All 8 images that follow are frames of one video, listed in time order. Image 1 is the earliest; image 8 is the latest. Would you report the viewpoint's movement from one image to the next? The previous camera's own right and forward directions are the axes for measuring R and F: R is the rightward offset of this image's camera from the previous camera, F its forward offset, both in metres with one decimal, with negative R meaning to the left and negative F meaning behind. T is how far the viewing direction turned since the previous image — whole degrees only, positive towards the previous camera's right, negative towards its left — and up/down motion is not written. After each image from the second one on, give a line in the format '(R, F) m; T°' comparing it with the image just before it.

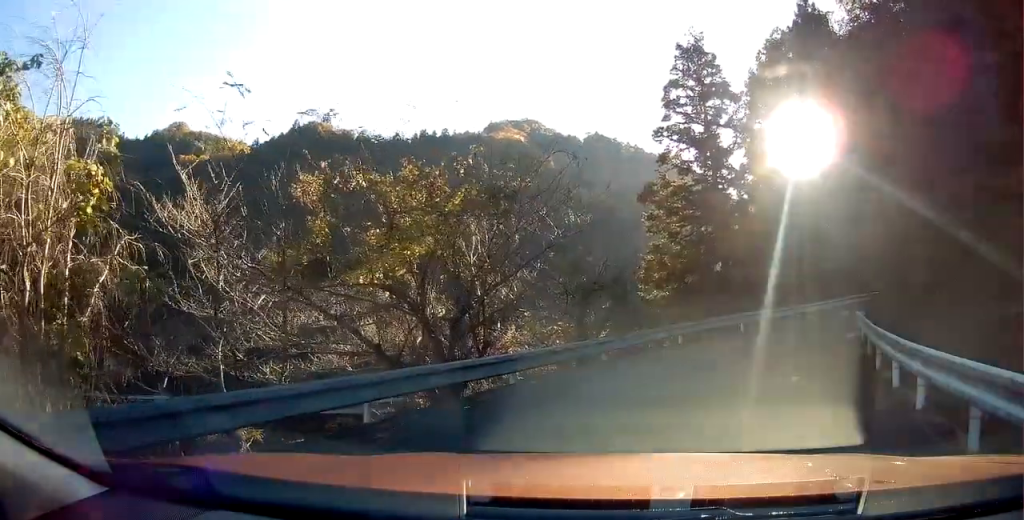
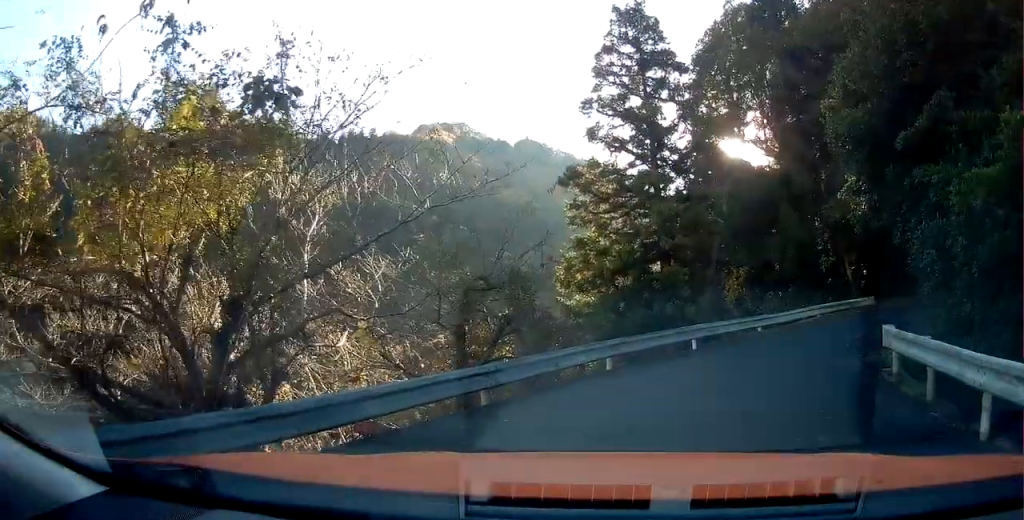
(+0.8, +6.1) m; +15°
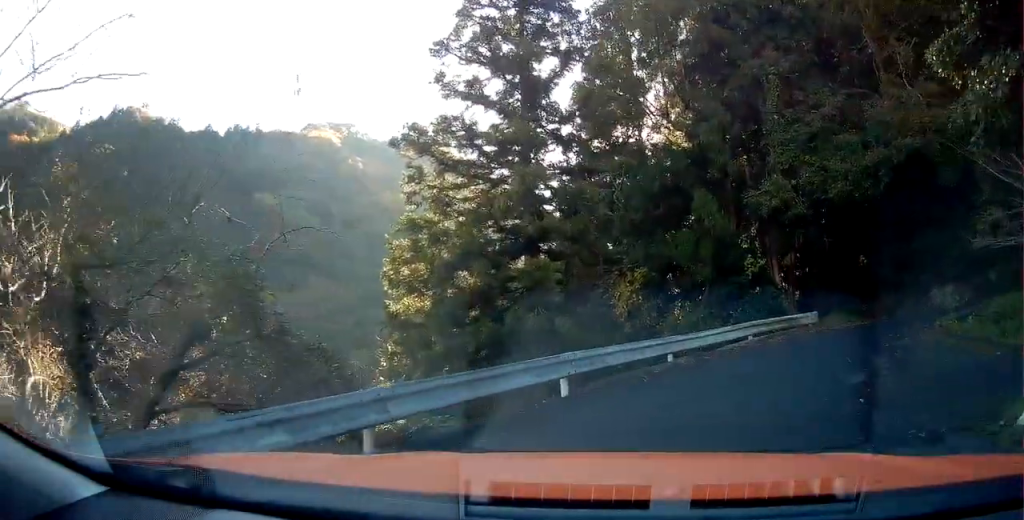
(+0.7, +6.7) m; +6°
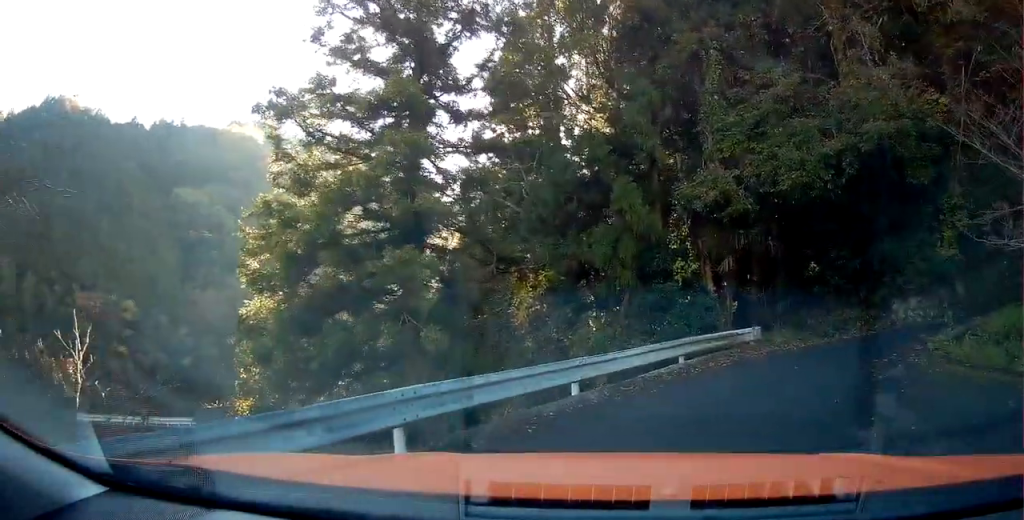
(0.0, +3.3) m; +6°
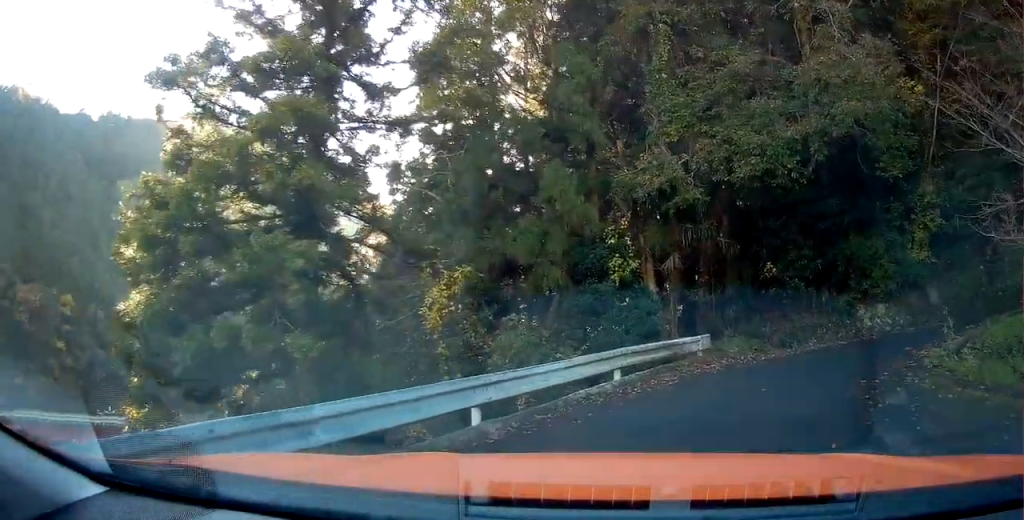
(0.0, +2.3) m; +7°
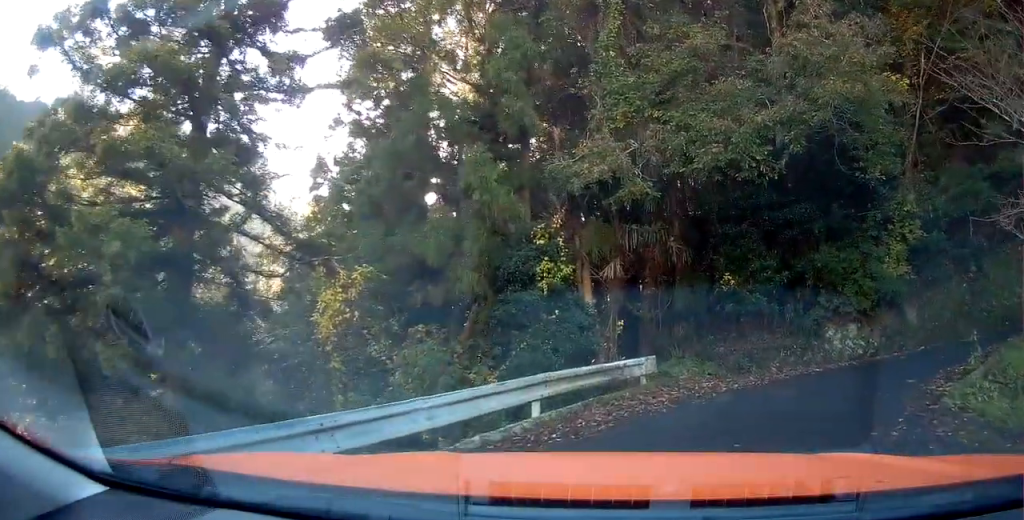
(+0.4, +2.7) m; +15°
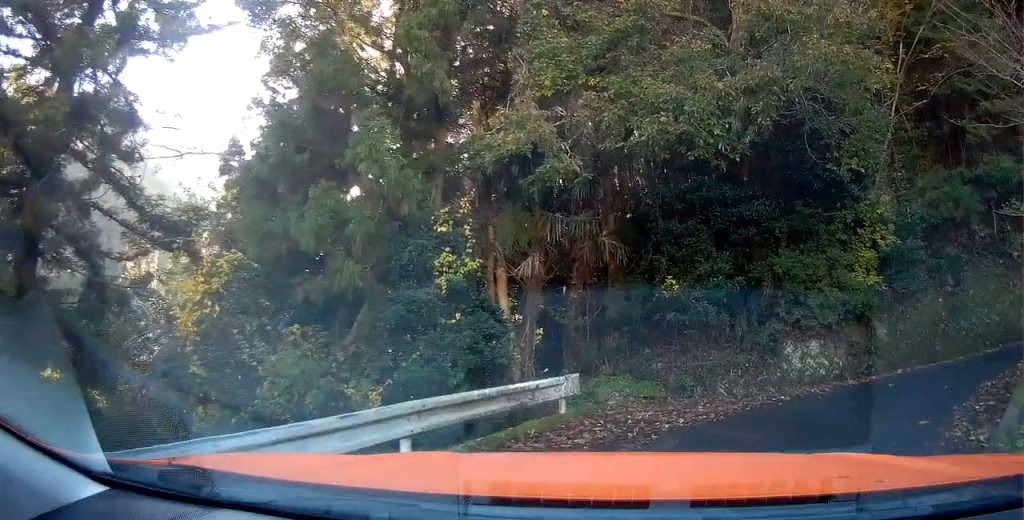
(+0.4, +2.5) m; +2°
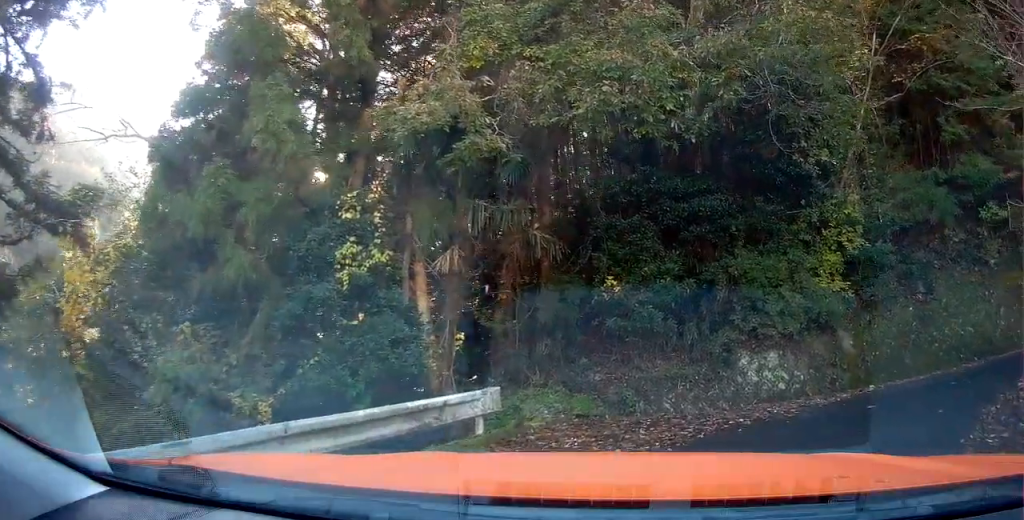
(+0.1, +1.5) m; +2°
